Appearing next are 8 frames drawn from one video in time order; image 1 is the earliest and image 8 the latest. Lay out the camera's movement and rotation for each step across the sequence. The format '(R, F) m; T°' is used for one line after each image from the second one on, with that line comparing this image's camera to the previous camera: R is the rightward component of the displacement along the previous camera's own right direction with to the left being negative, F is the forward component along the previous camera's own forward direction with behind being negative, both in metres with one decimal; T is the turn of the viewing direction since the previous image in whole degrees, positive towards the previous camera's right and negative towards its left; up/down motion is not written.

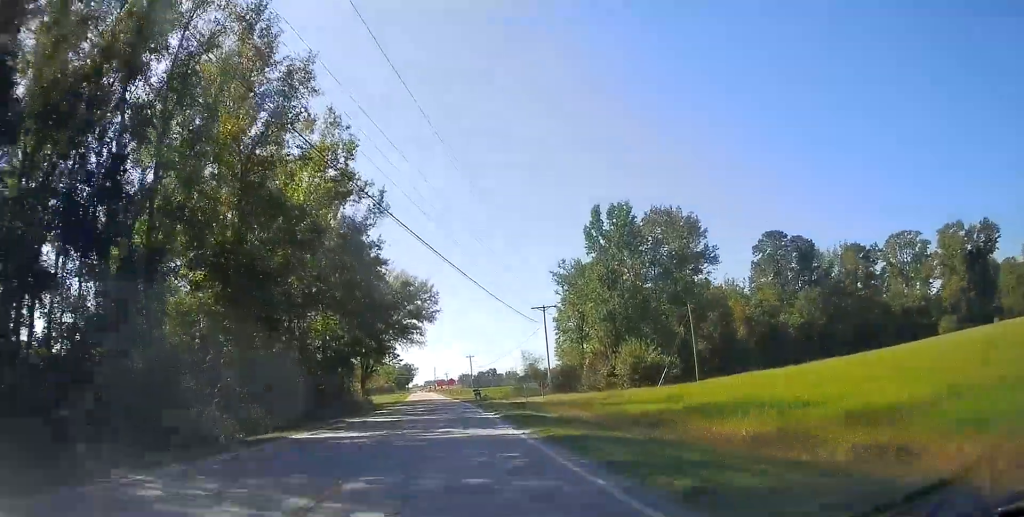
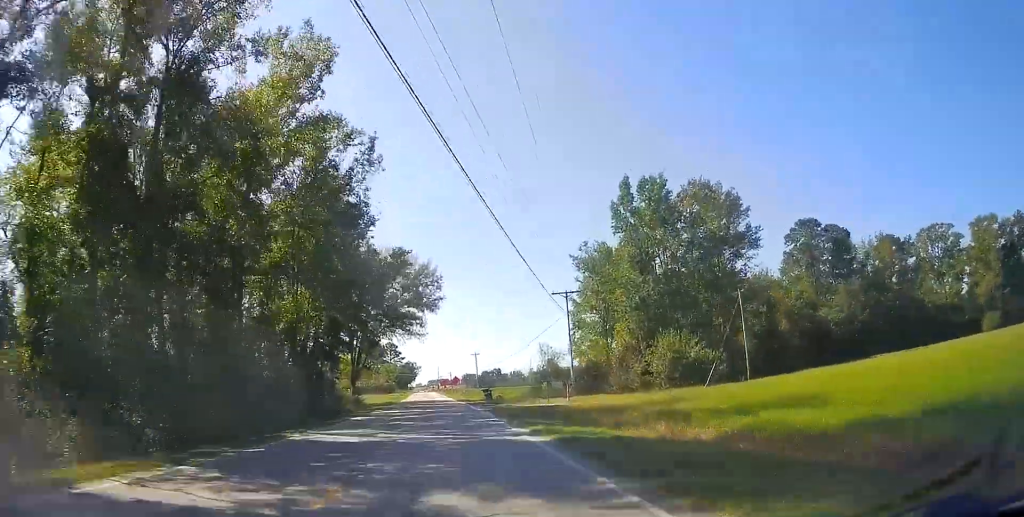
(-0.1, +10.8) m; 0°
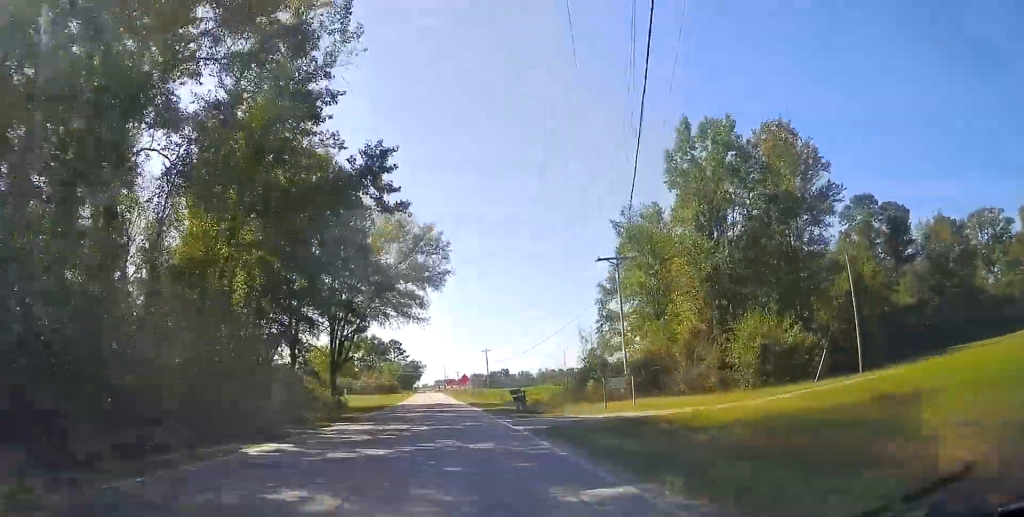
(+0.1, +15.6) m; +1°
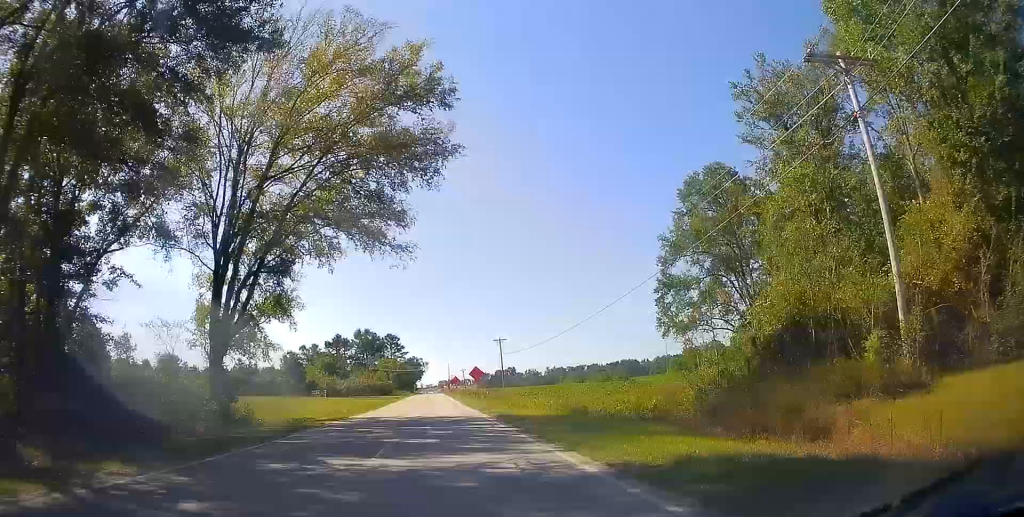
(+0.2, +31.9) m; 0°
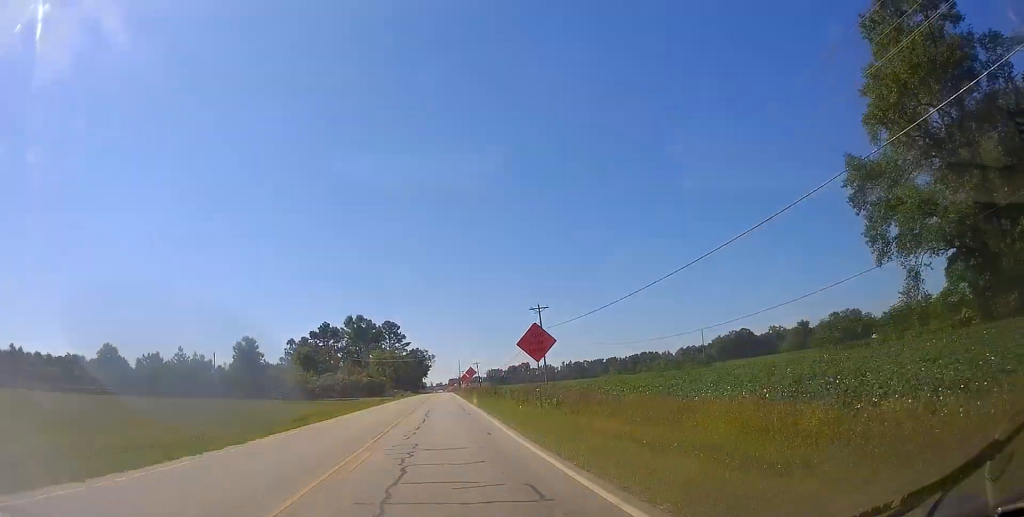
(-0.9, +41.4) m; -1°
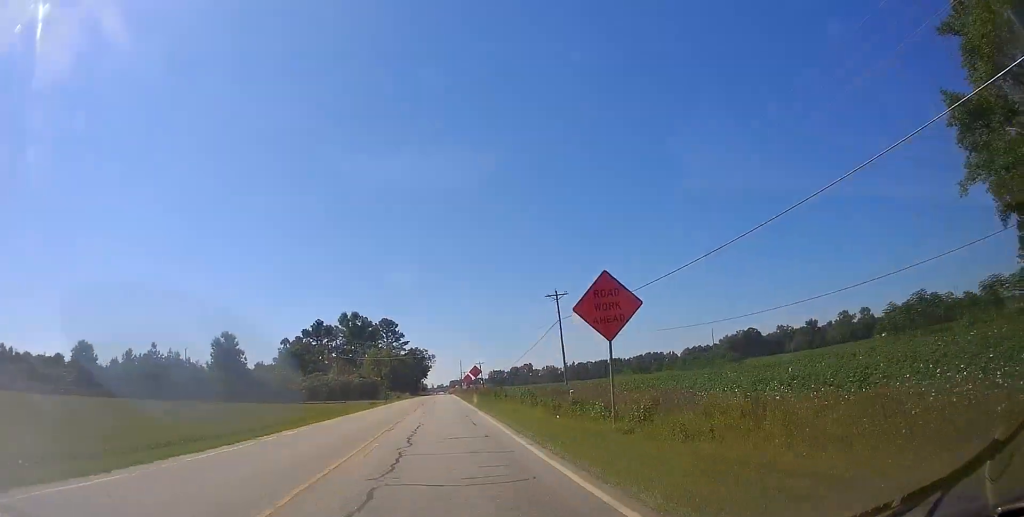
(+0.1, +11.6) m; 0°
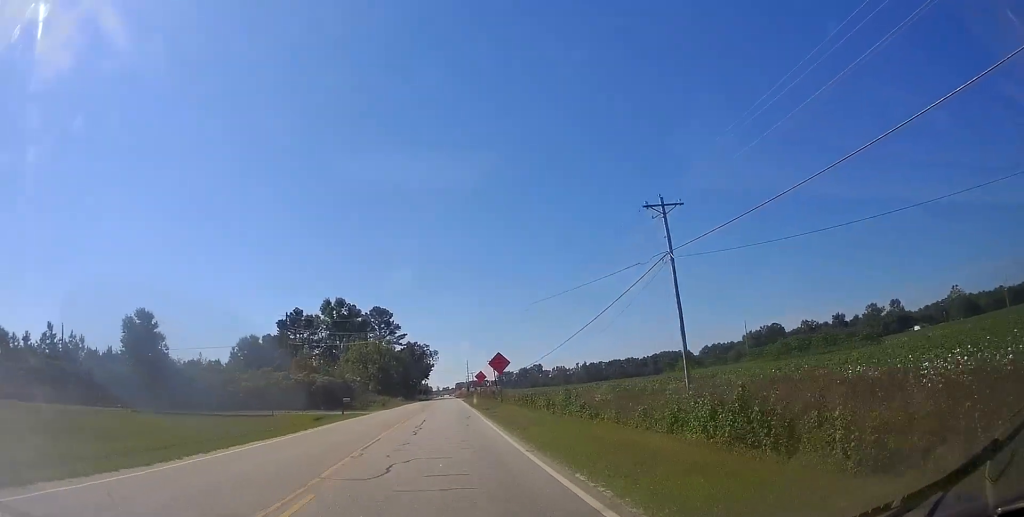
(+0.2, +31.4) m; 0°
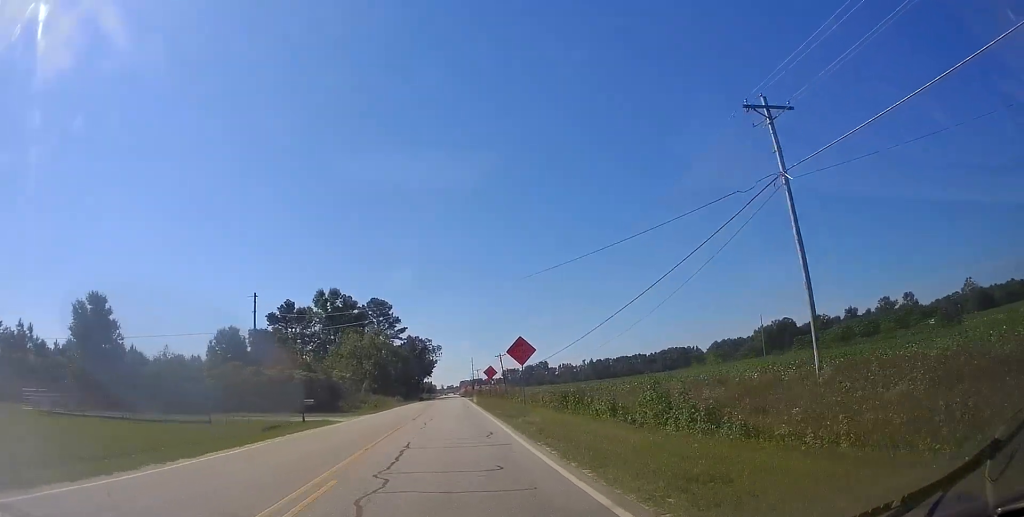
(-0.1, +11.8) m; 0°
